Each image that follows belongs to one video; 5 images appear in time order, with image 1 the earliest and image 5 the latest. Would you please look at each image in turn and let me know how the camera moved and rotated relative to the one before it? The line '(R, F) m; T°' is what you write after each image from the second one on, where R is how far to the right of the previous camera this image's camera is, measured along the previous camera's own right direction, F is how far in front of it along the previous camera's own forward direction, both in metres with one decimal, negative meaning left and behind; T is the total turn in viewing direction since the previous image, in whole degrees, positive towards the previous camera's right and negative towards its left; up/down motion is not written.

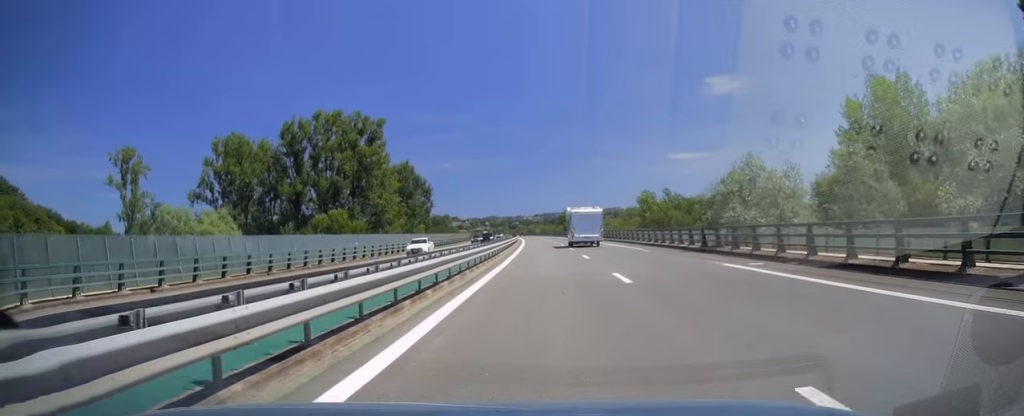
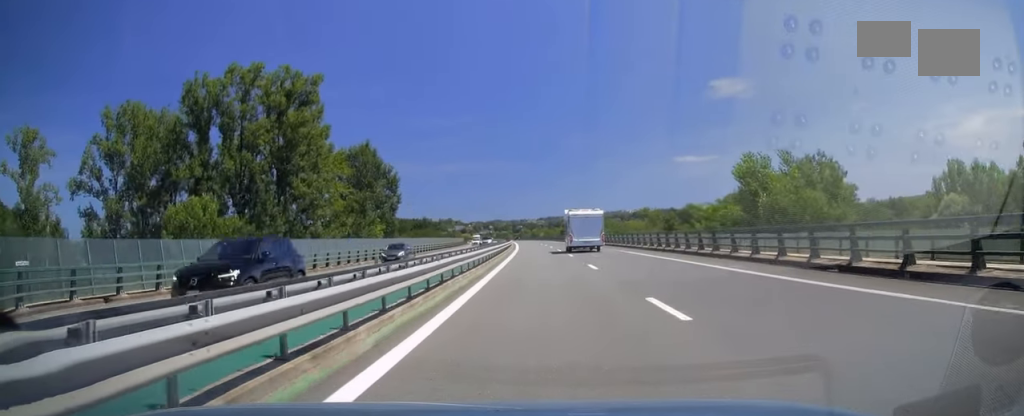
(0.0, +32.7) m; 0°
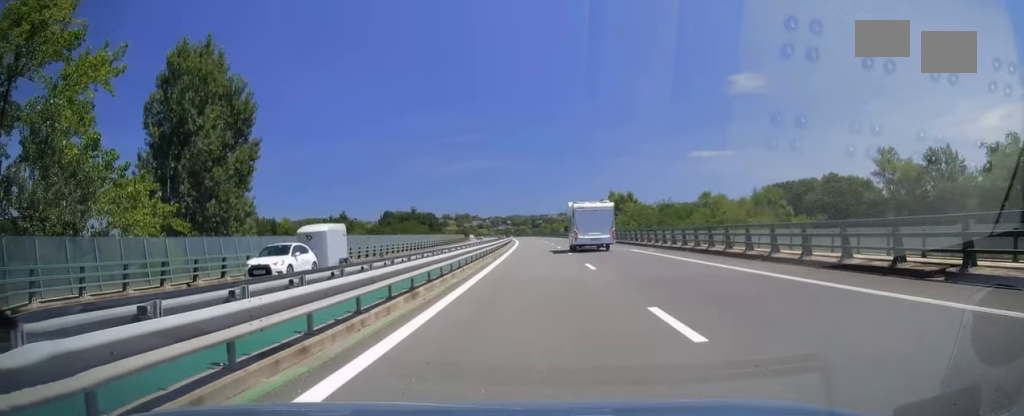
(-0.7, +54.7) m; -2°
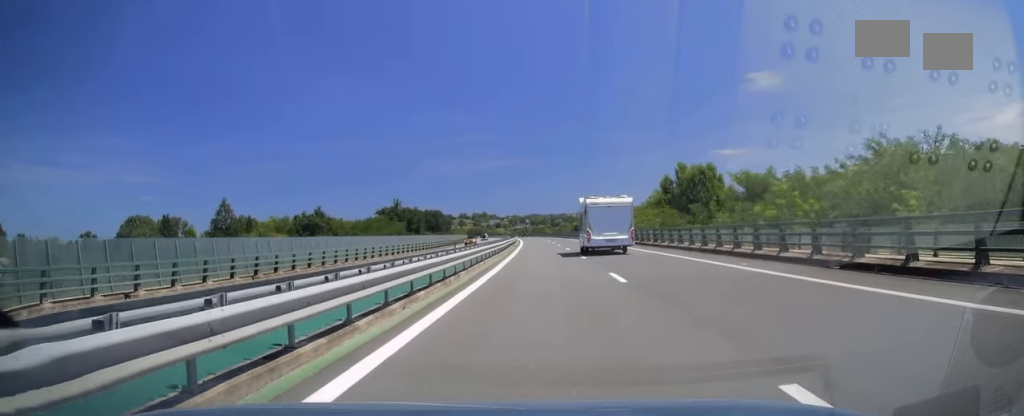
(-1.3, +45.0) m; -3°
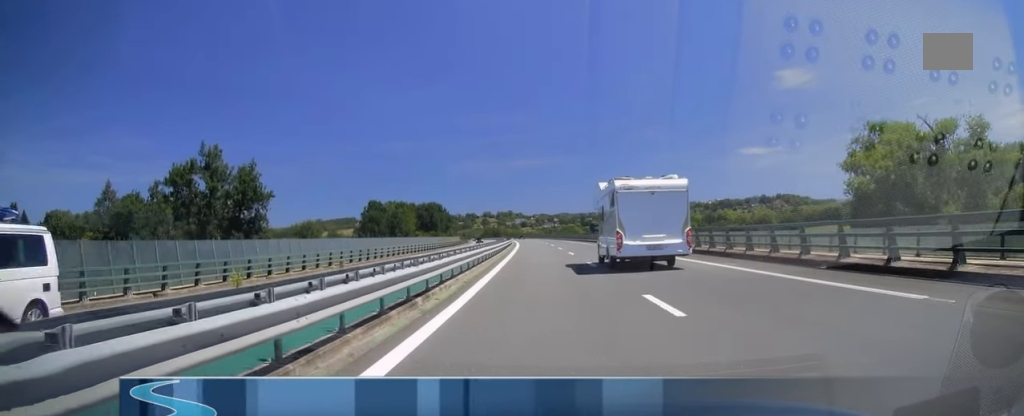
(-0.6, +98.7) m; 0°
